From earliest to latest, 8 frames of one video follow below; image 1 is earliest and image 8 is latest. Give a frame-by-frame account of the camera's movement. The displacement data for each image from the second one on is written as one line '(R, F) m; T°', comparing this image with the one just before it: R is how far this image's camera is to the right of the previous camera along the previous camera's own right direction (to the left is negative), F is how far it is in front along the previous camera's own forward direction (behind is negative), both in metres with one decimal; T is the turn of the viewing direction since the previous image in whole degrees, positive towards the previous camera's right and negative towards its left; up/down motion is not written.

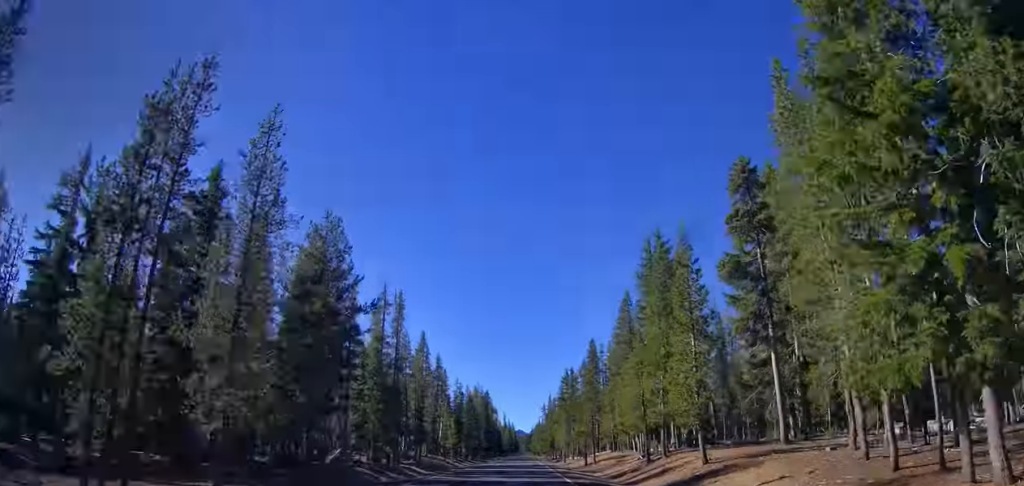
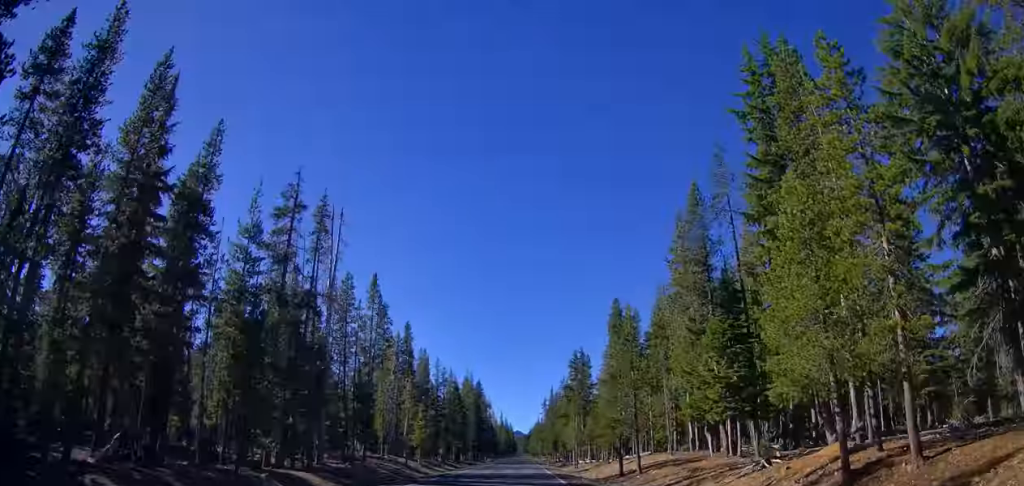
(+0.1, +23.2) m; -1°
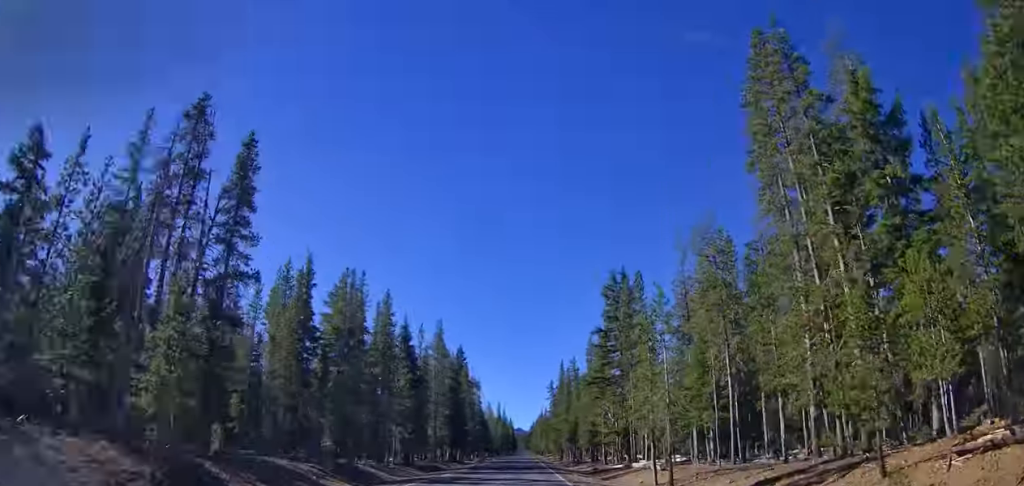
(-1.0, +41.6) m; -2°
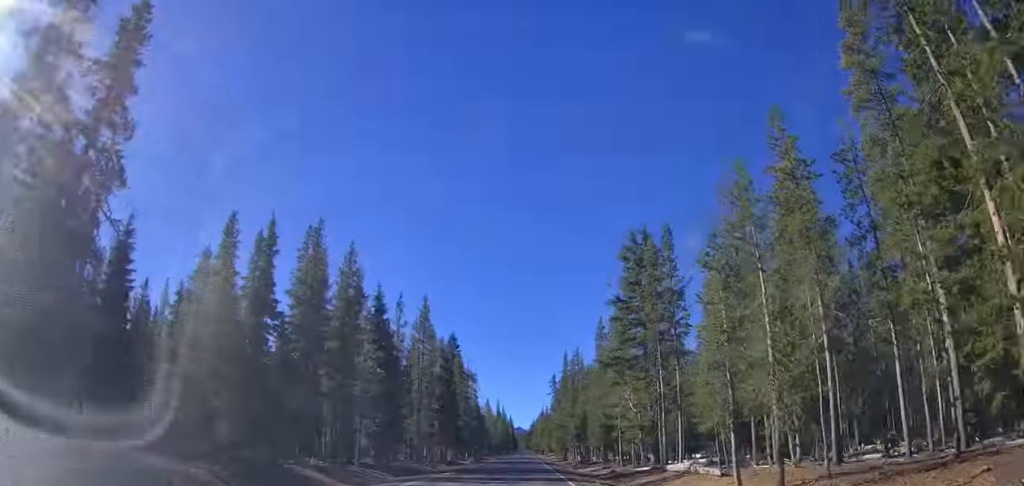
(+0.1, +10.6) m; 0°
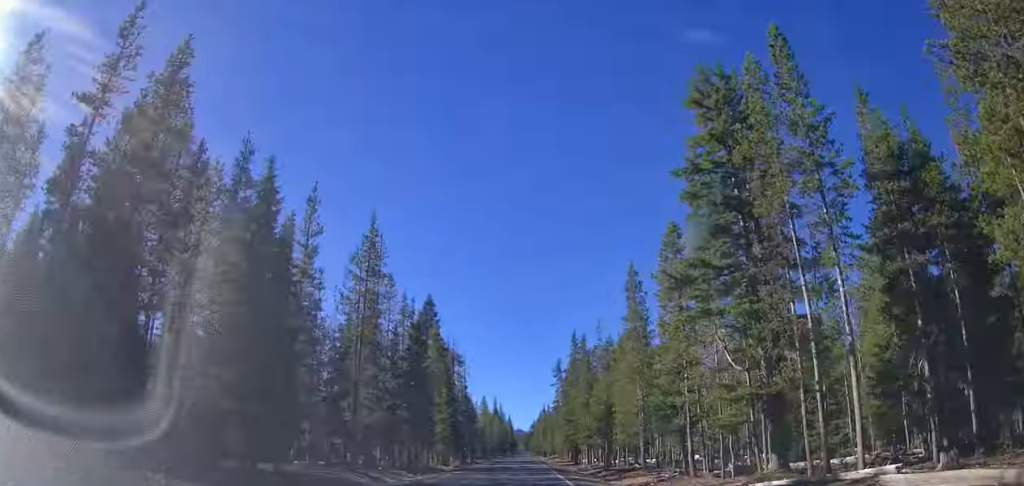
(-0.1, +21.1) m; -1°
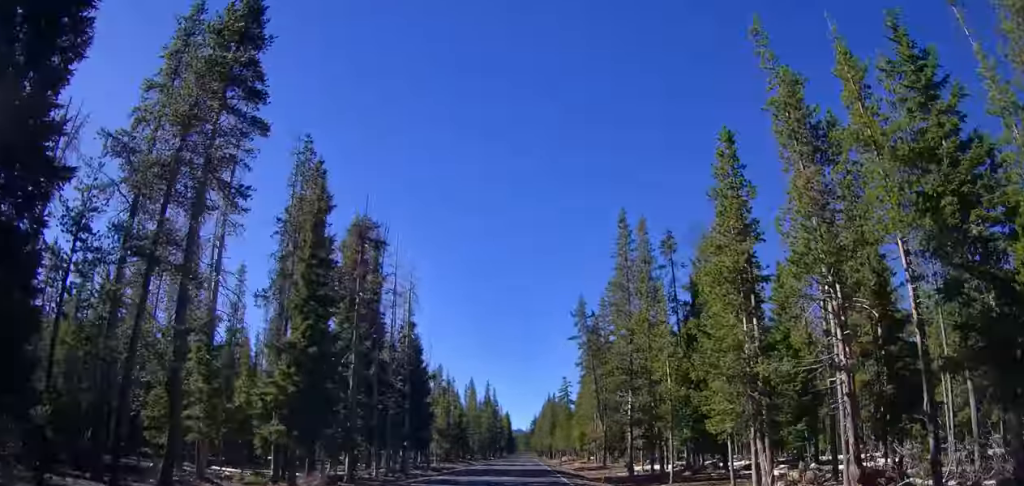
(+1.3, +47.1) m; +3°
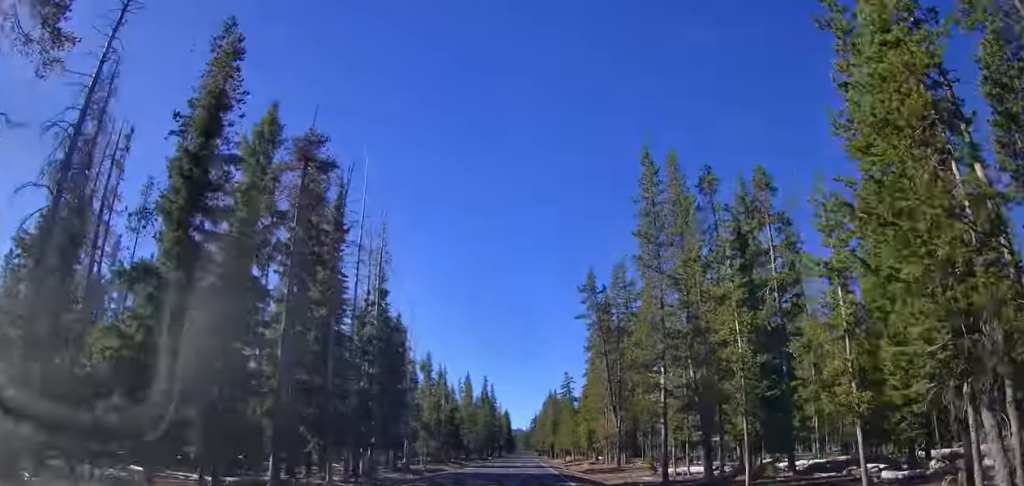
(-0.2, +10.4) m; 0°
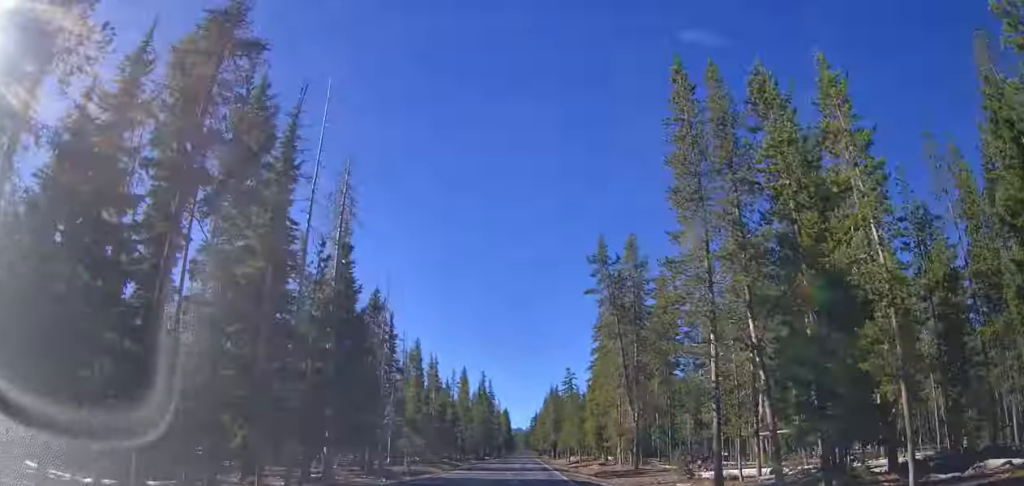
(-0.1, +9.0) m; 0°
